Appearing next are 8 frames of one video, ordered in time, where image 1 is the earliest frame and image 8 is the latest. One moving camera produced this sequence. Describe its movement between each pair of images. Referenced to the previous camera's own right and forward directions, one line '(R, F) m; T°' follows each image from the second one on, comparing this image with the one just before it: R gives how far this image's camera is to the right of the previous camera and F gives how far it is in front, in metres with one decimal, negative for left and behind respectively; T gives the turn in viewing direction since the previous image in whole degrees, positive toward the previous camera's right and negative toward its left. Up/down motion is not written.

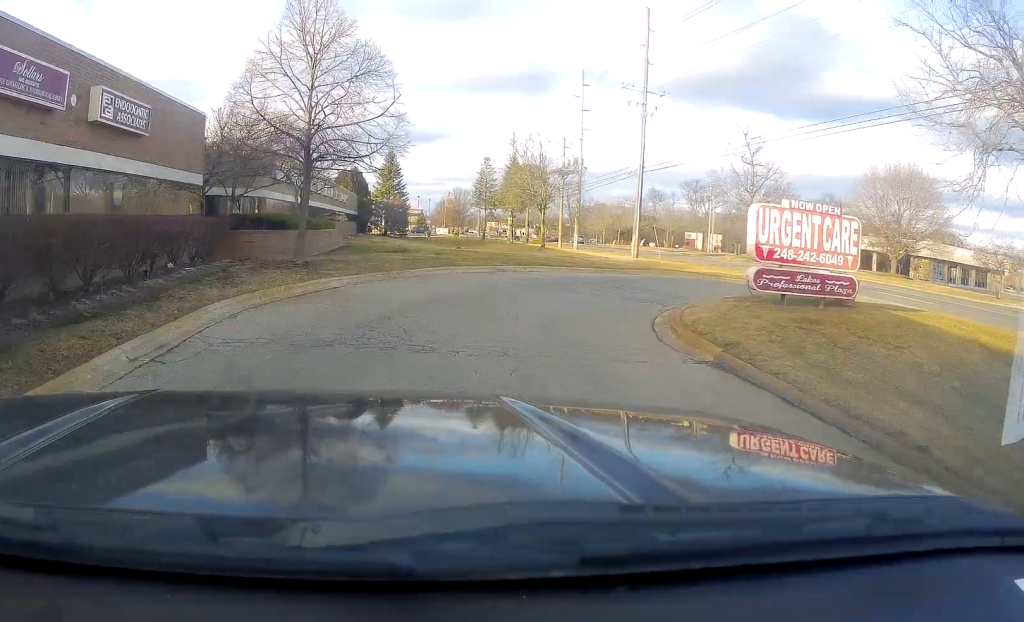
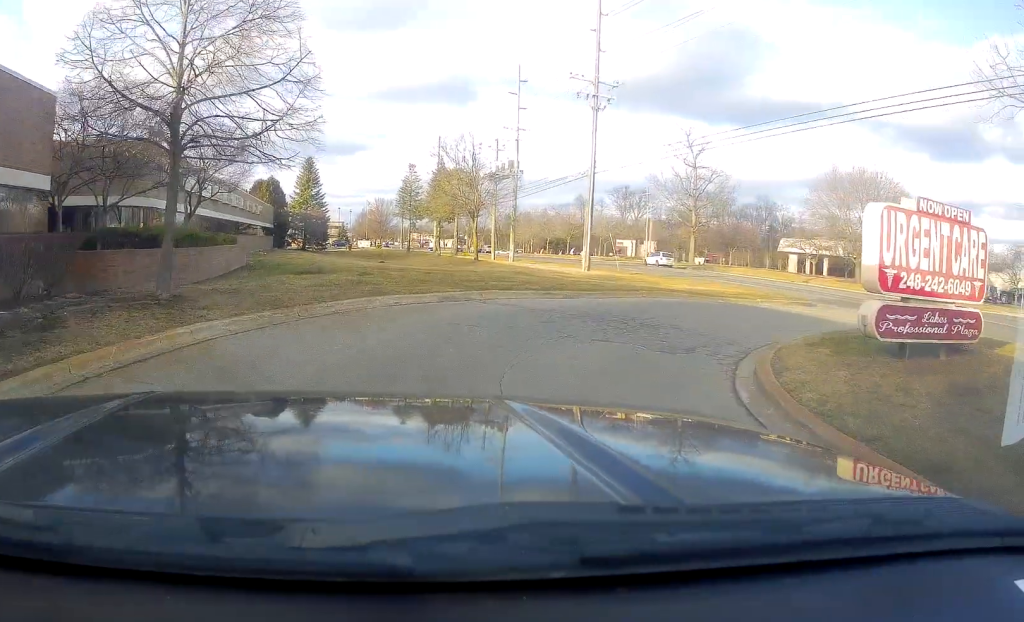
(+0.6, +5.5) m; +7°
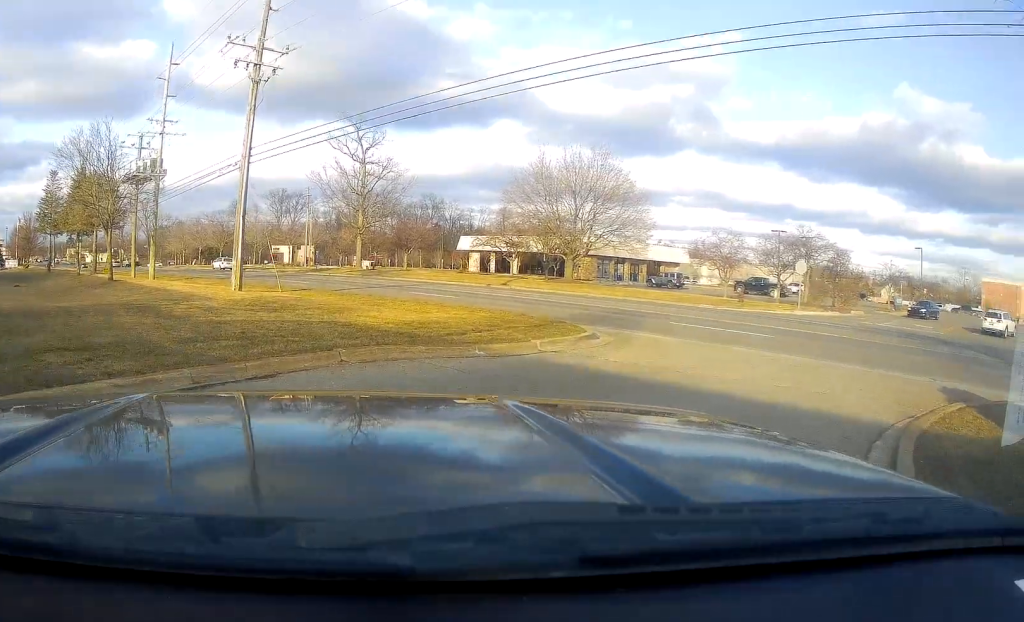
(+1.8, +9.1) m; +29°
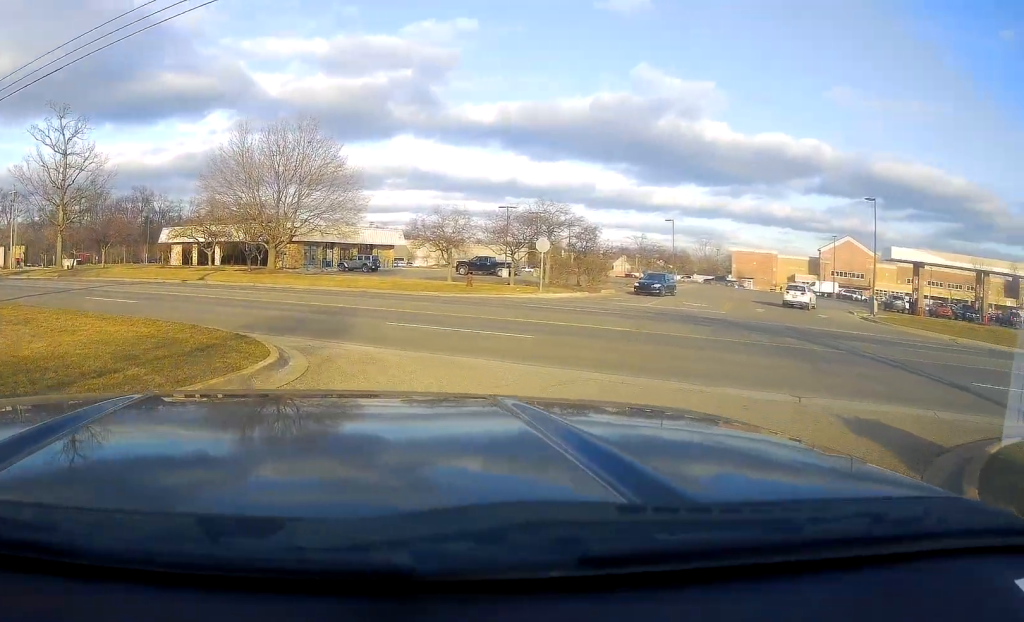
(+1.1, +5.4) m; +21°
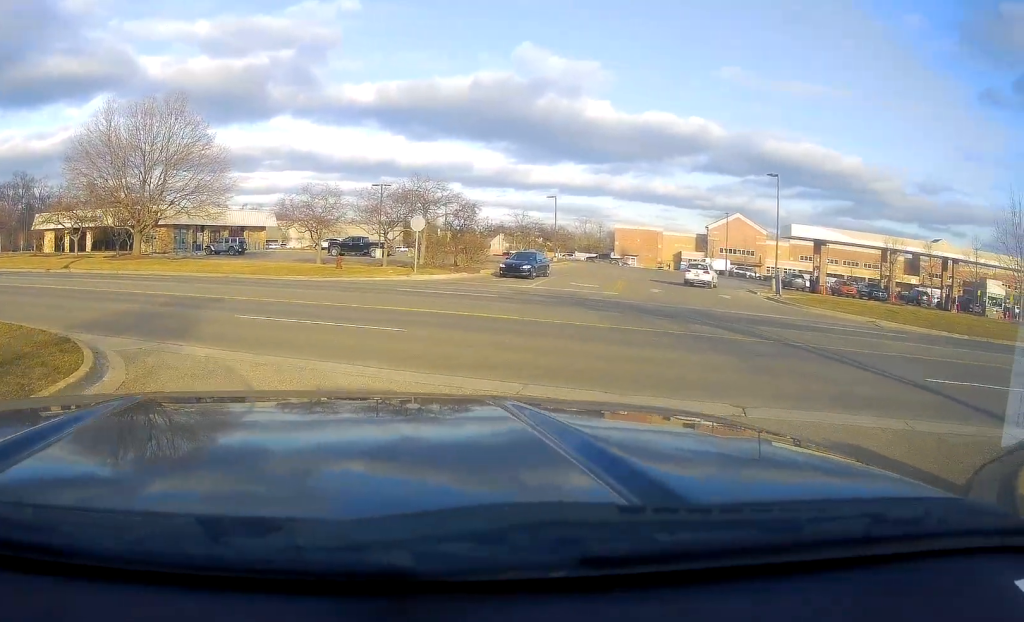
(+0.2, +2.6) m; +9°
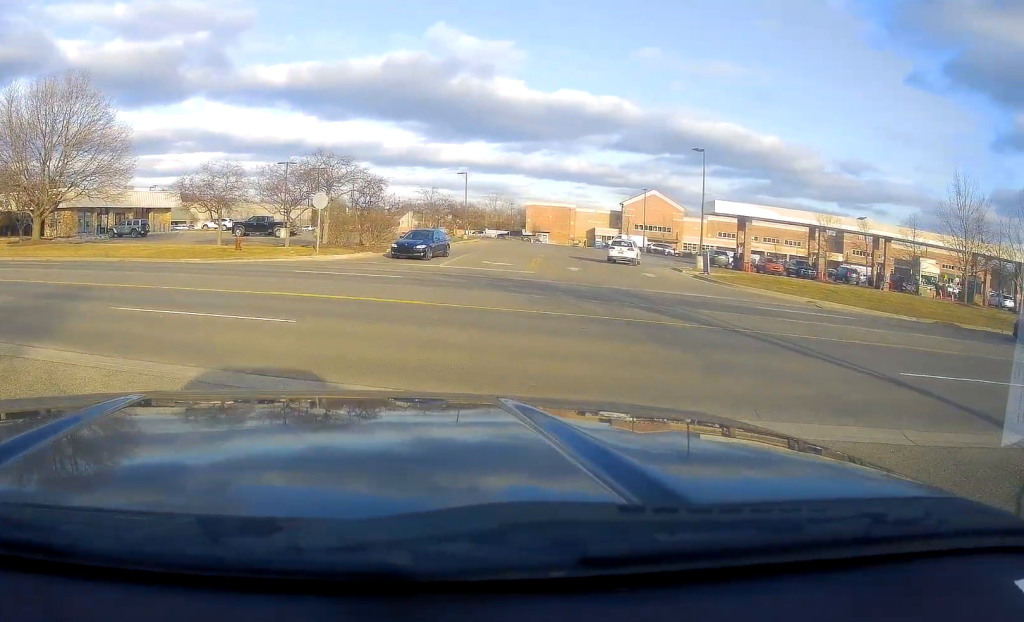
(+0.2, +2.2) m; +7°
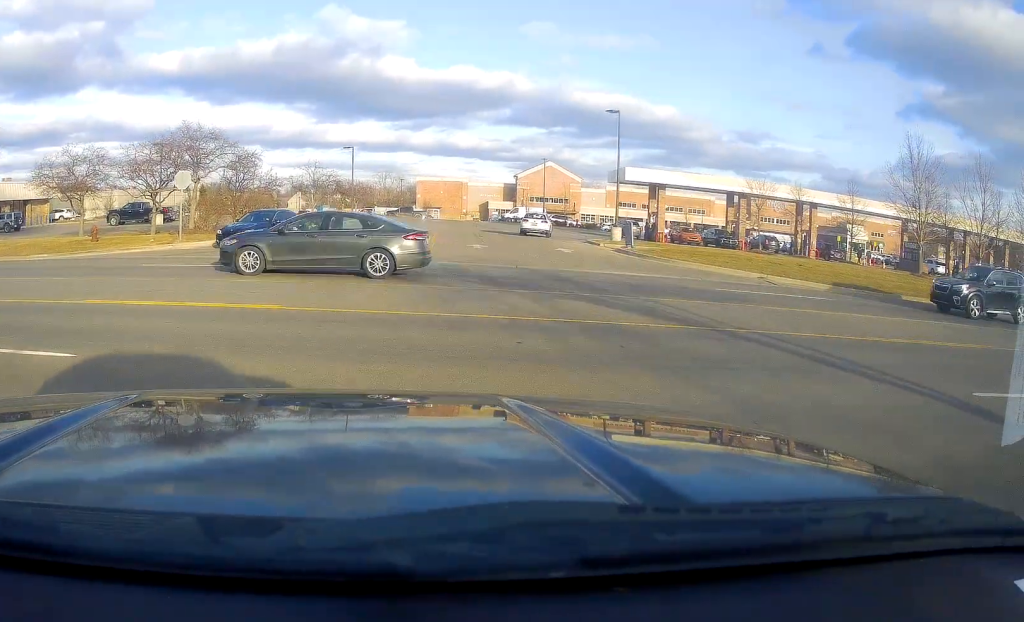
(+0.6, +5.1) m; +3°
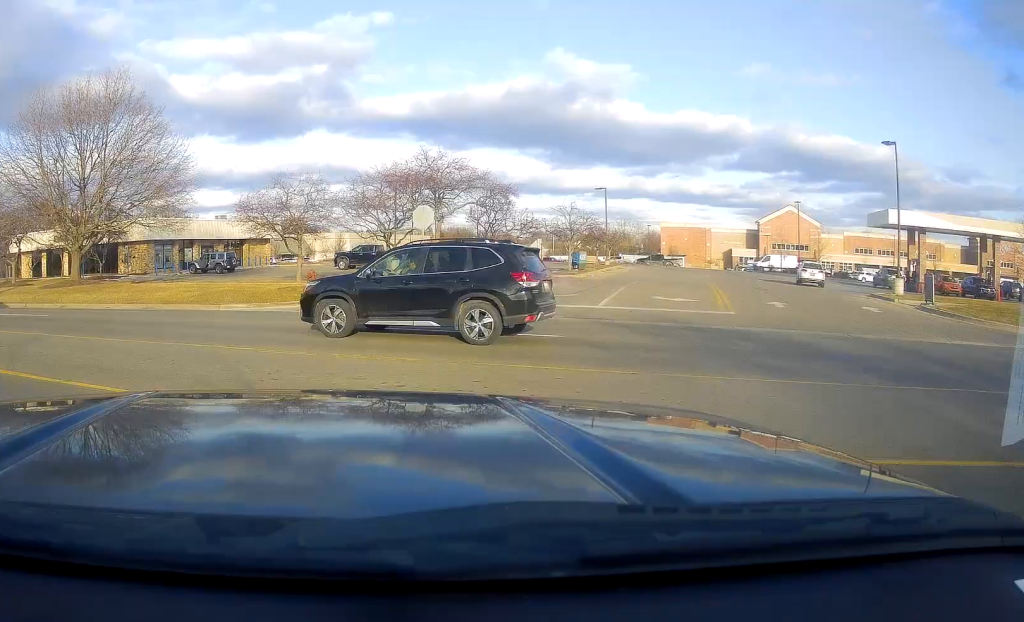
(-0.9, +5.2) m; -14°
